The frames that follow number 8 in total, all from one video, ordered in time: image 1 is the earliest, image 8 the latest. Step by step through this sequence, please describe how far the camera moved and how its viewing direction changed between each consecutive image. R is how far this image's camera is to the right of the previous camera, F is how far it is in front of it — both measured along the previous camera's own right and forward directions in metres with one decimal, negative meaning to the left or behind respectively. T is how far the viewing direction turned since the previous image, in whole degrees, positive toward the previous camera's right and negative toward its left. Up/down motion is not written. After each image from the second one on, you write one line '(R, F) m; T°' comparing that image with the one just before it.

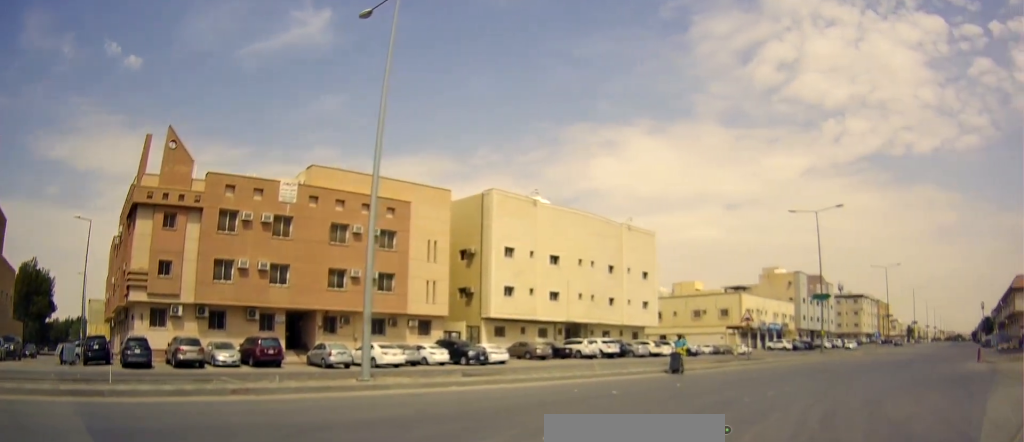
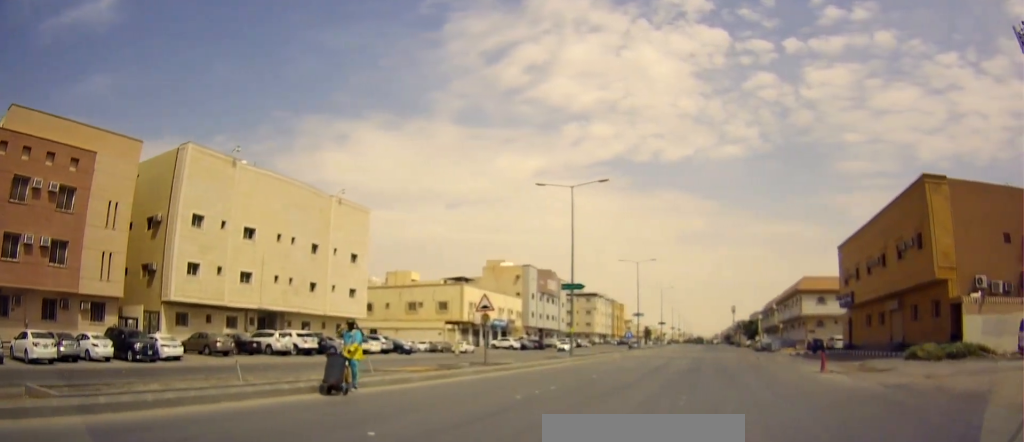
(+2.0, +8.1) m; +28°
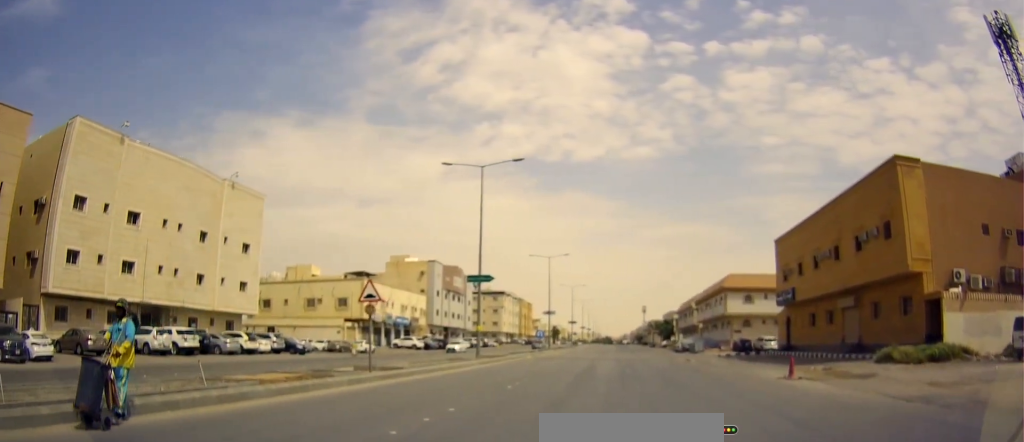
(+0.5, +4.5) m; +7°
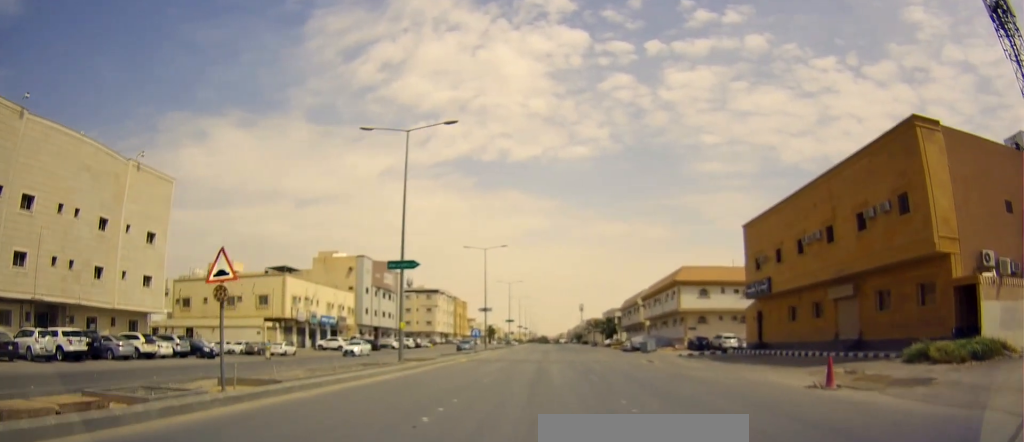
(0.0, +5.9) m; +9°
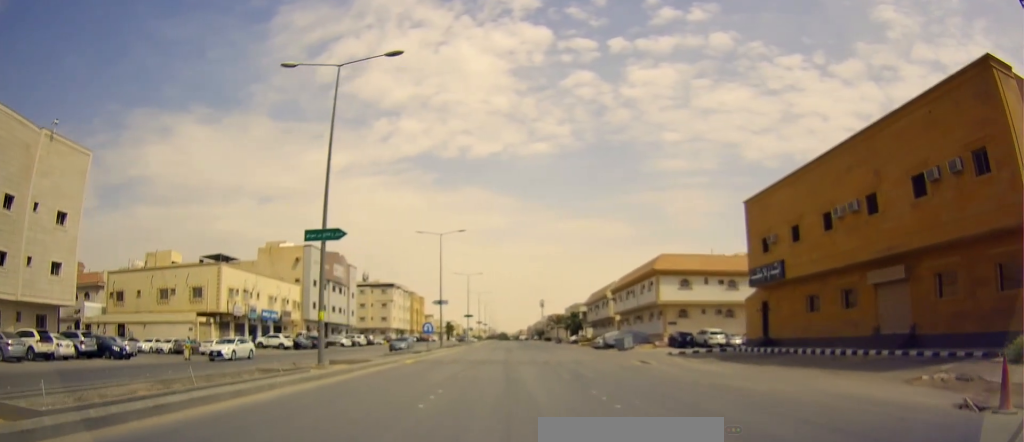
(+1.0, +7.2) m; +5°
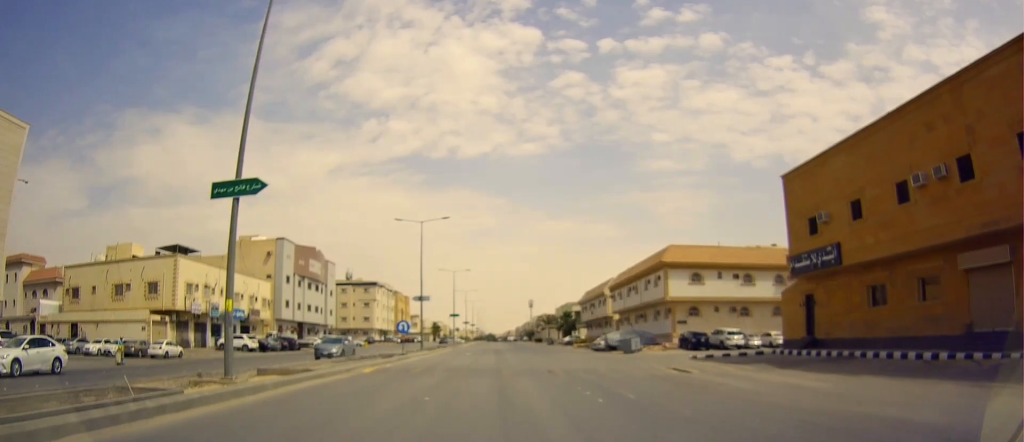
(-0.4, +7.3) m; -3°
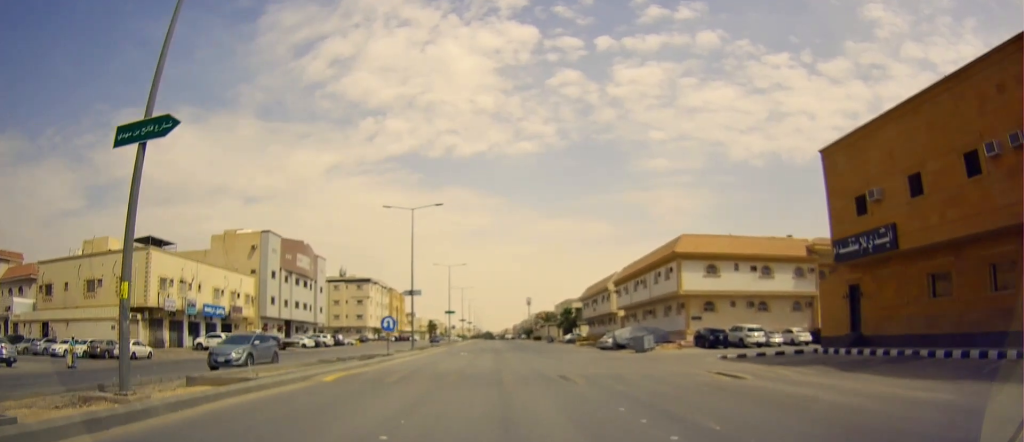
(0.0, +5.1) m; +2°
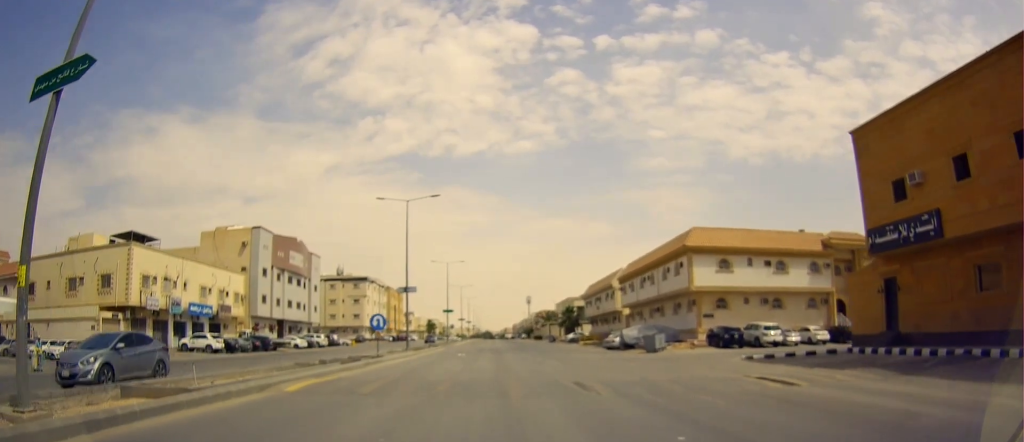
(-0.1, +3.4) m; +1°
